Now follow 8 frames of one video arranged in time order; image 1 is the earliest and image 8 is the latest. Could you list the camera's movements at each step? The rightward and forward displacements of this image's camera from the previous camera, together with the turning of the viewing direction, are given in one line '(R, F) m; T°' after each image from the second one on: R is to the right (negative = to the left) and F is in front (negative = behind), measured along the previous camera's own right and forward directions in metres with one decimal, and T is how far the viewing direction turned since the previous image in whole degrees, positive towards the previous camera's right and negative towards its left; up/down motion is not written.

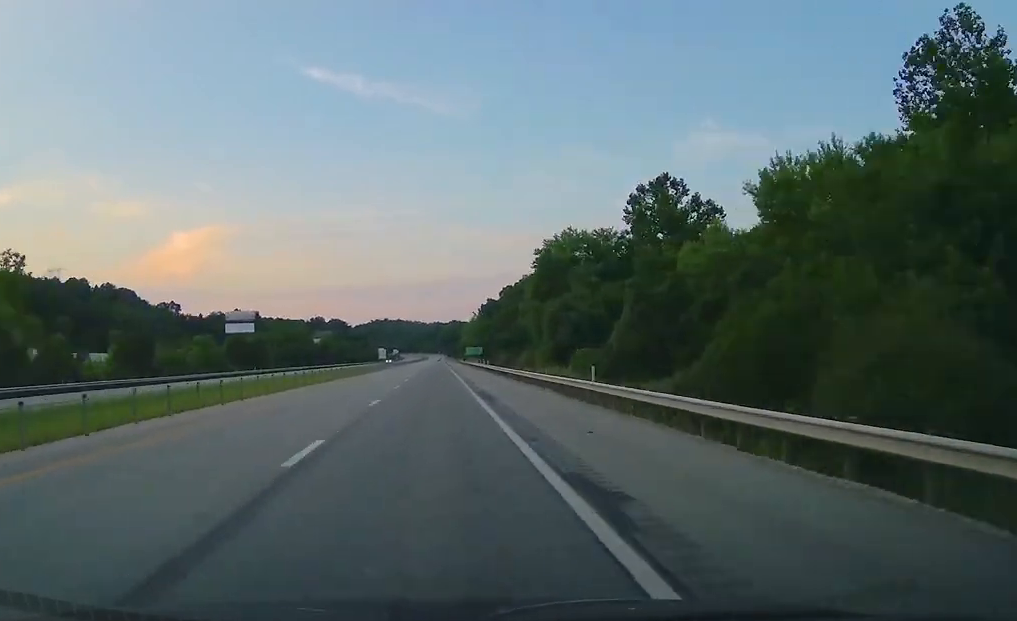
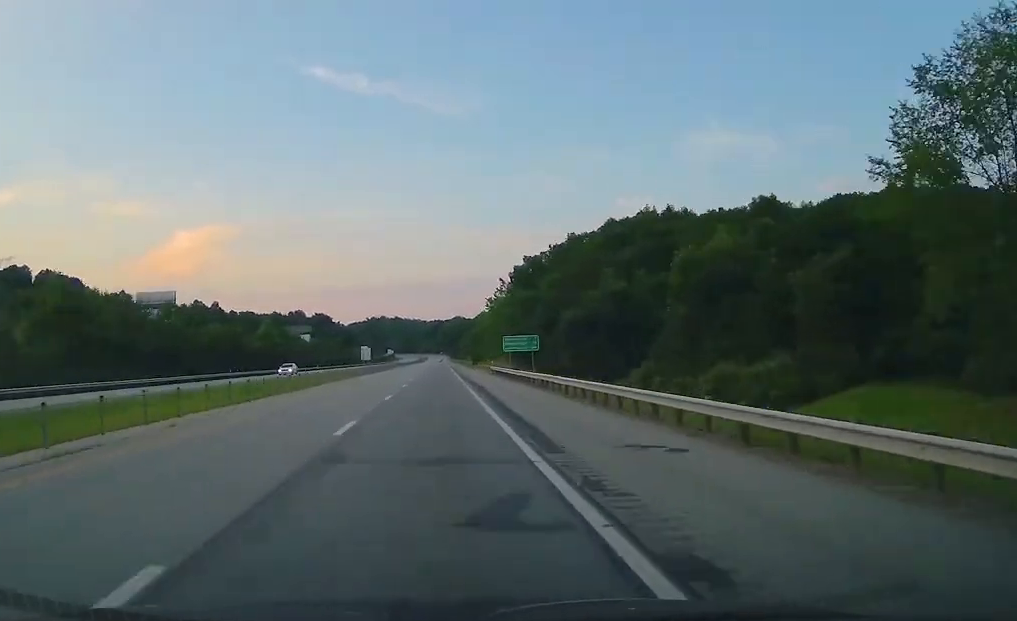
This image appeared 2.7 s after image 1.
(0.0, +92.5) m; 0°
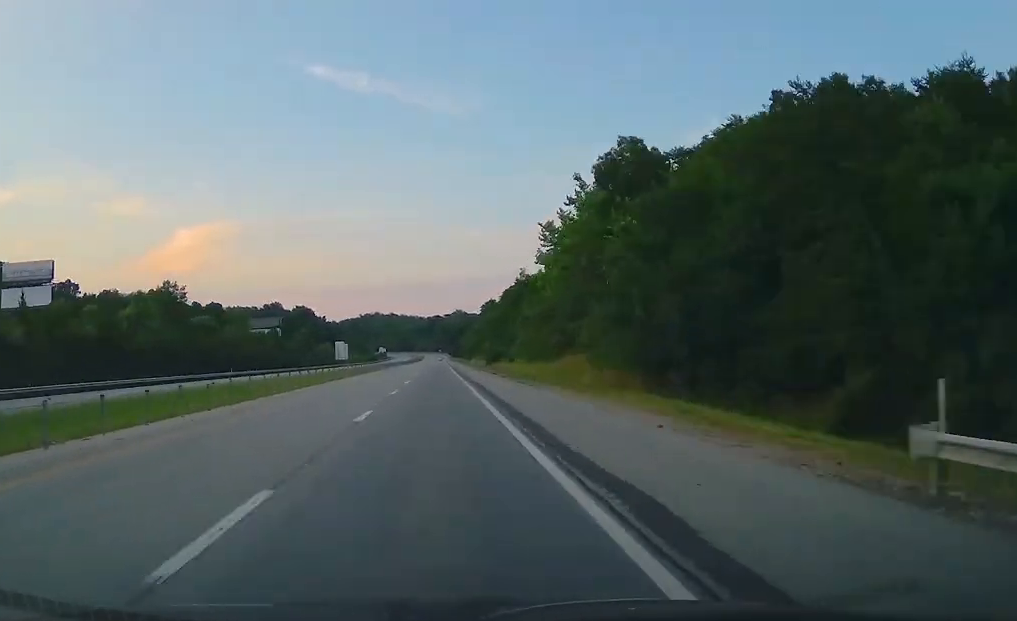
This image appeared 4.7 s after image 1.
(-0.2, +69.4) m; 0°
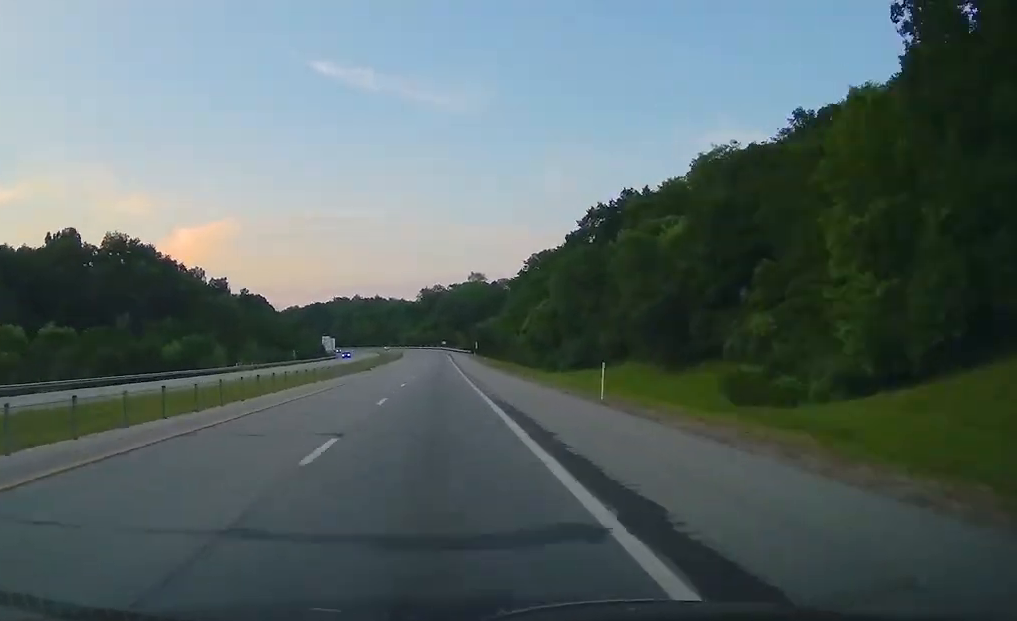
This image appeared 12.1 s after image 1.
(-0.2, +254.8) m; -1°
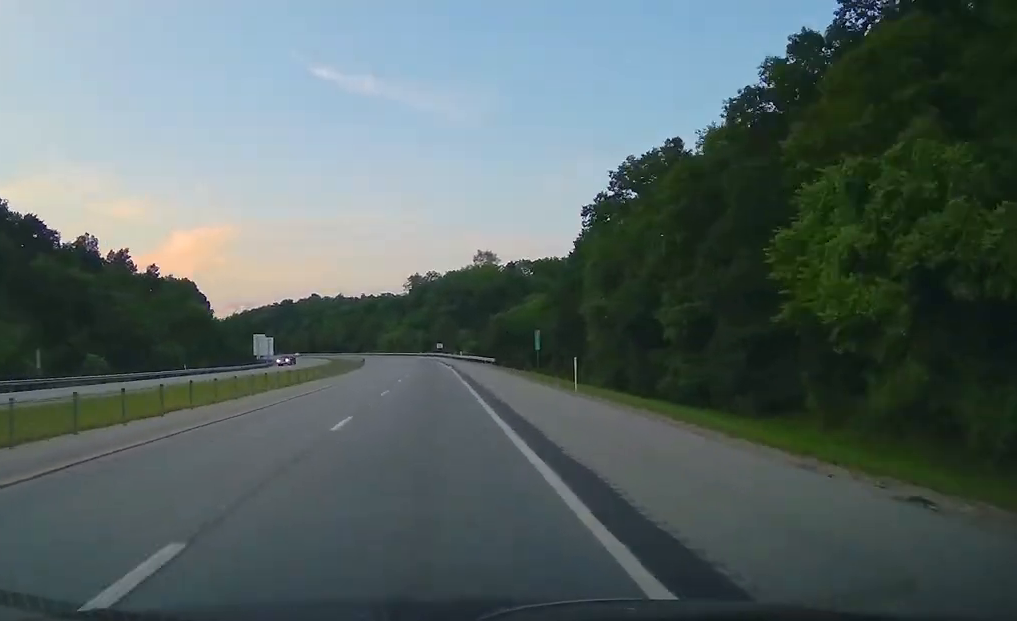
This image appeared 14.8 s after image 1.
(+0.3, +88.6) m; -2°
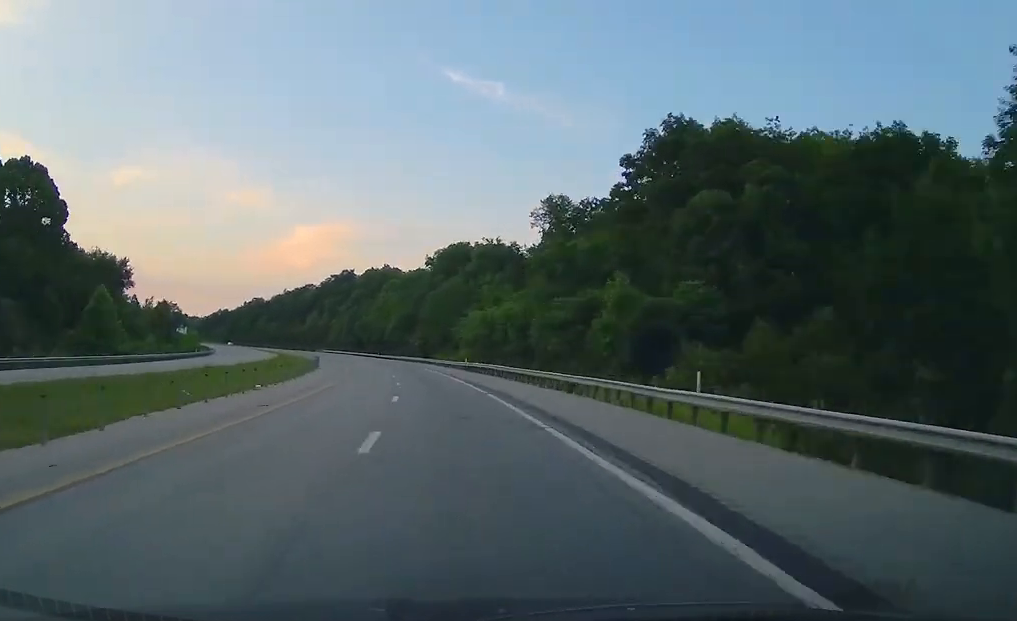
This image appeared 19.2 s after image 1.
(-8.2, +138.5) m; -10°
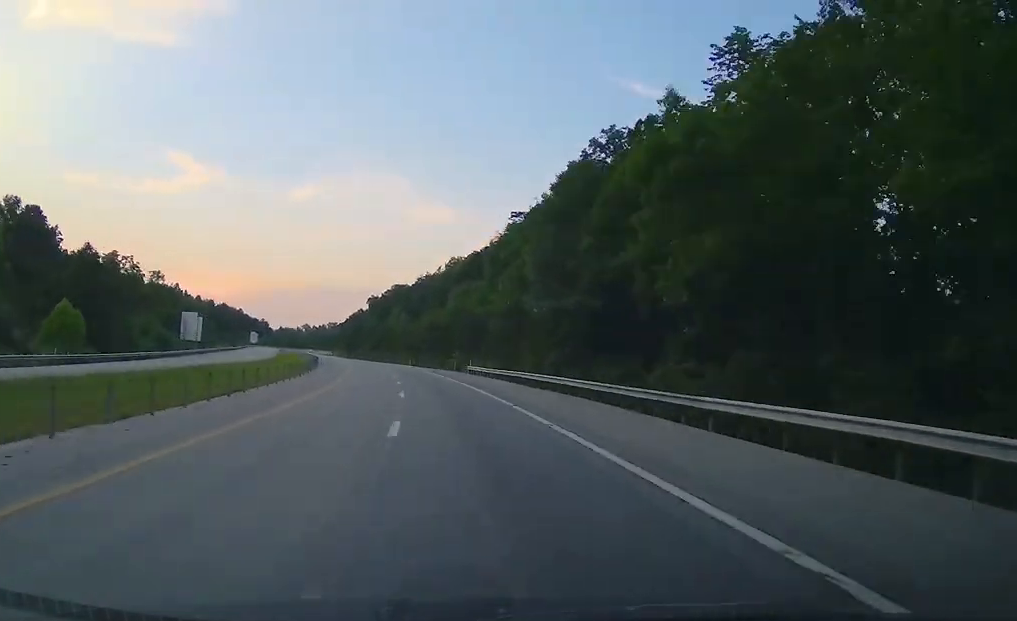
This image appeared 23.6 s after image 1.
(-16.1, +127.3) m; -13°
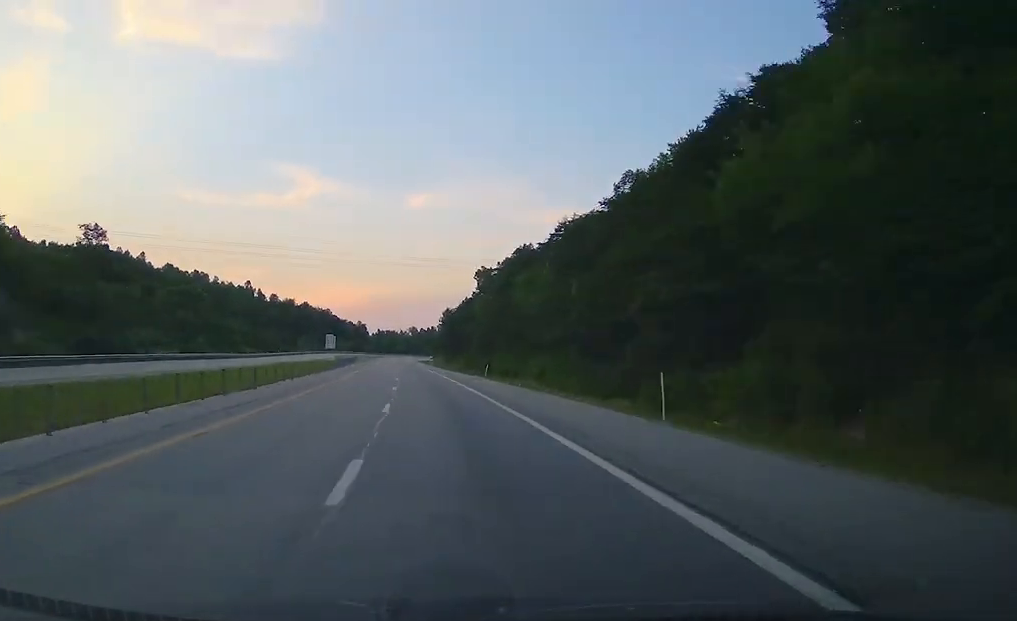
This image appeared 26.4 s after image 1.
(-4.9, +77.1) m; -7°
